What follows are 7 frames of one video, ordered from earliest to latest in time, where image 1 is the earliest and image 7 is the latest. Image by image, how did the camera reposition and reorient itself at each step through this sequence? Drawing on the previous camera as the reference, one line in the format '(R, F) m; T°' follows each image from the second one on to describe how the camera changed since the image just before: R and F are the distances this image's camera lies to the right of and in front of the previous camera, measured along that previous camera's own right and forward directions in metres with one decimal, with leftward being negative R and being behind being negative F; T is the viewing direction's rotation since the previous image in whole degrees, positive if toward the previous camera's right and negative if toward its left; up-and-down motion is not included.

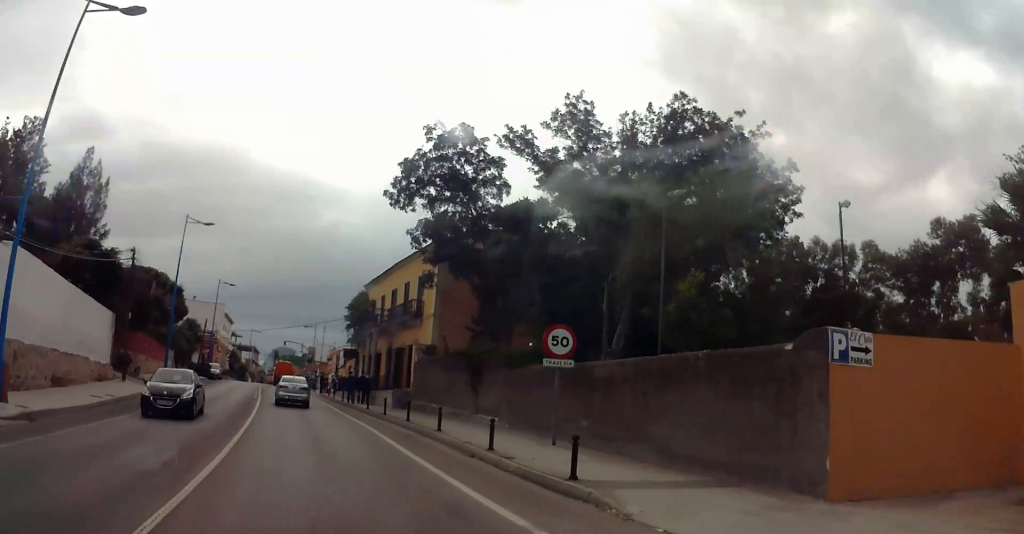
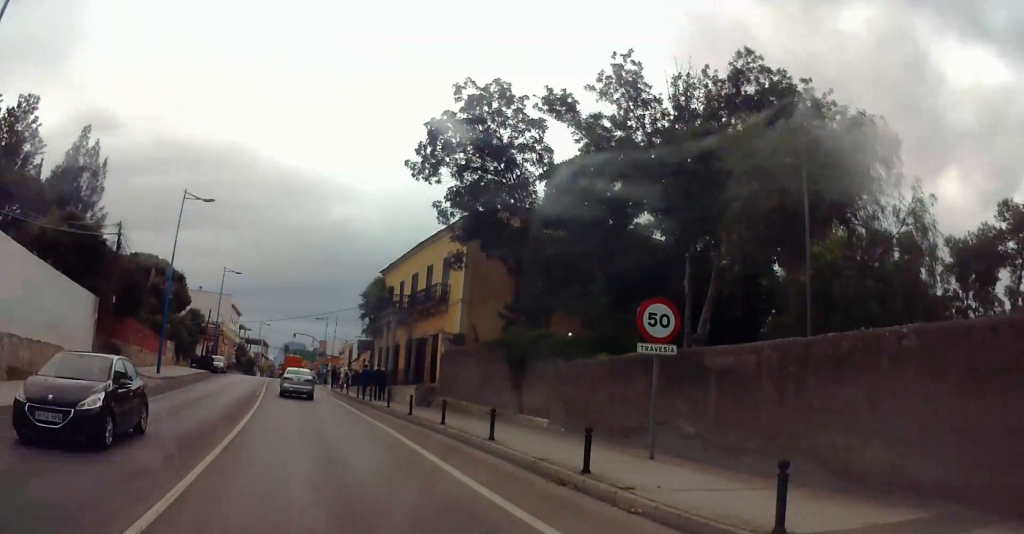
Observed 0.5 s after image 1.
(0.0, +4.9) m; 0°
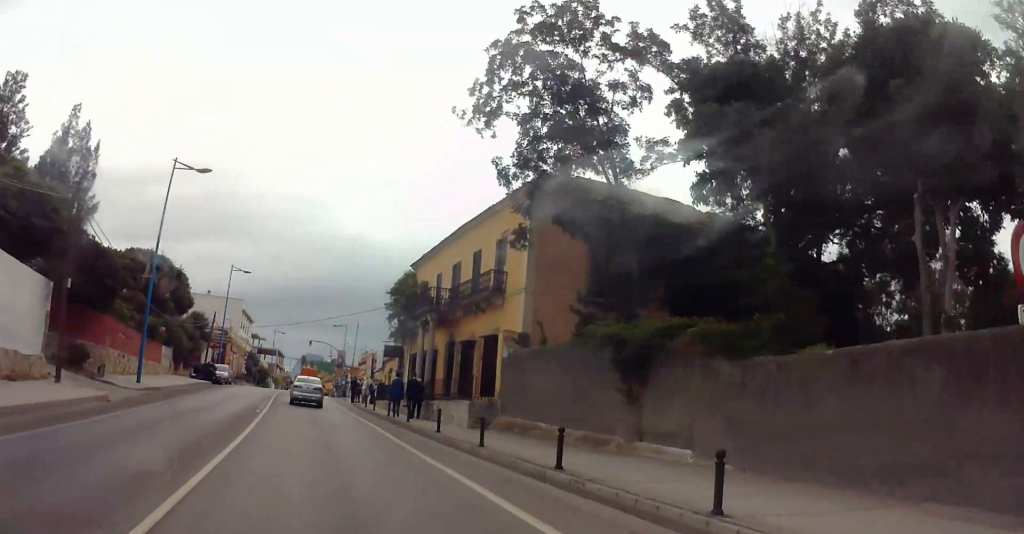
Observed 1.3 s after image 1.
(0.0, +8.1) m; 0°
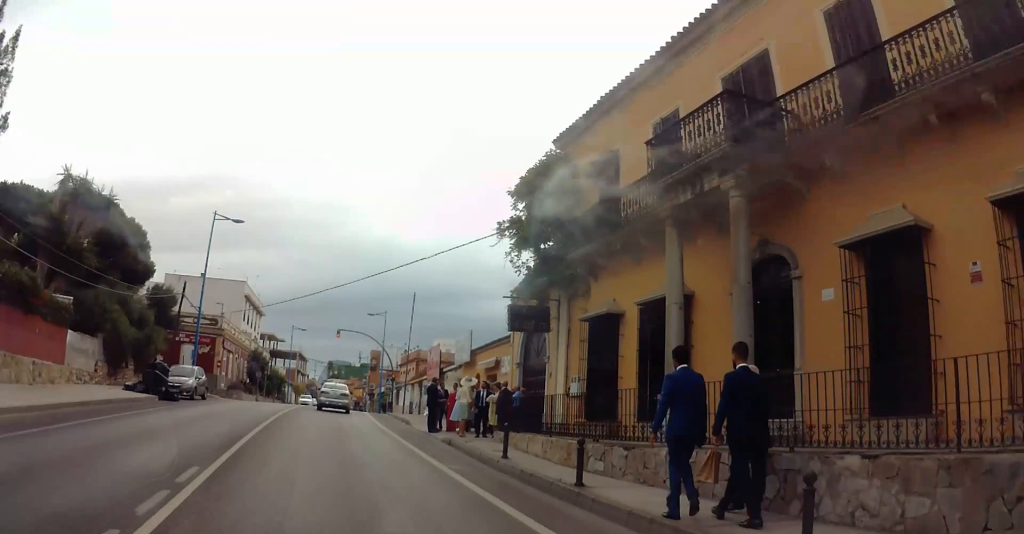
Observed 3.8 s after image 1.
(-0.6, +24.3) m; -3°
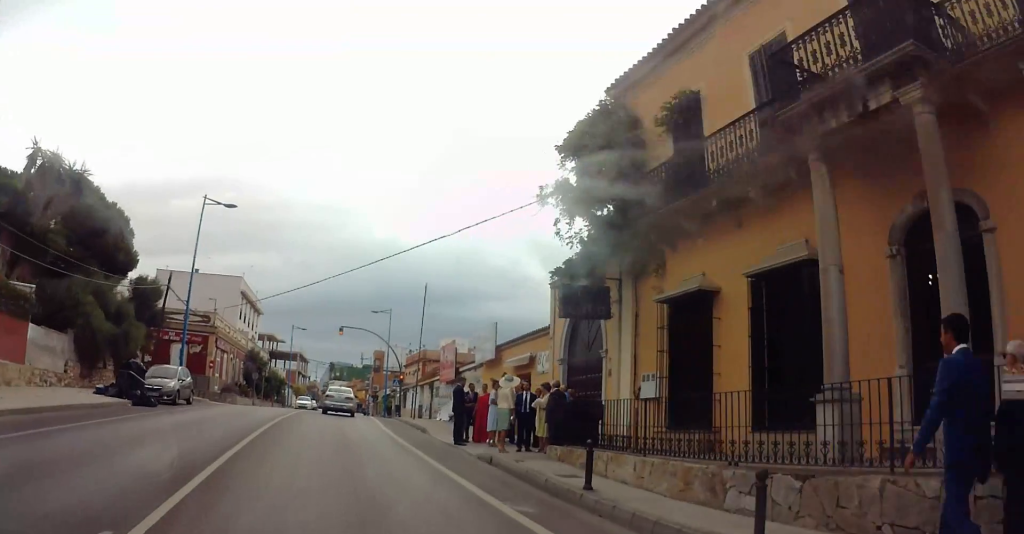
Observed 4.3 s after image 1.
(0.0, +4.0) m; 0°
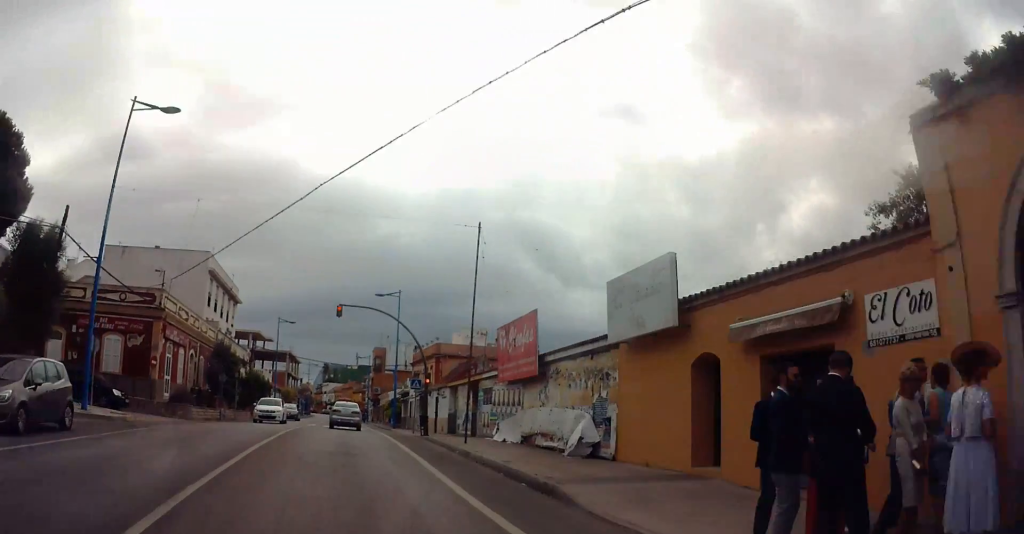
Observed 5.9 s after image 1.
(+0.4, +14.9) m; +2°
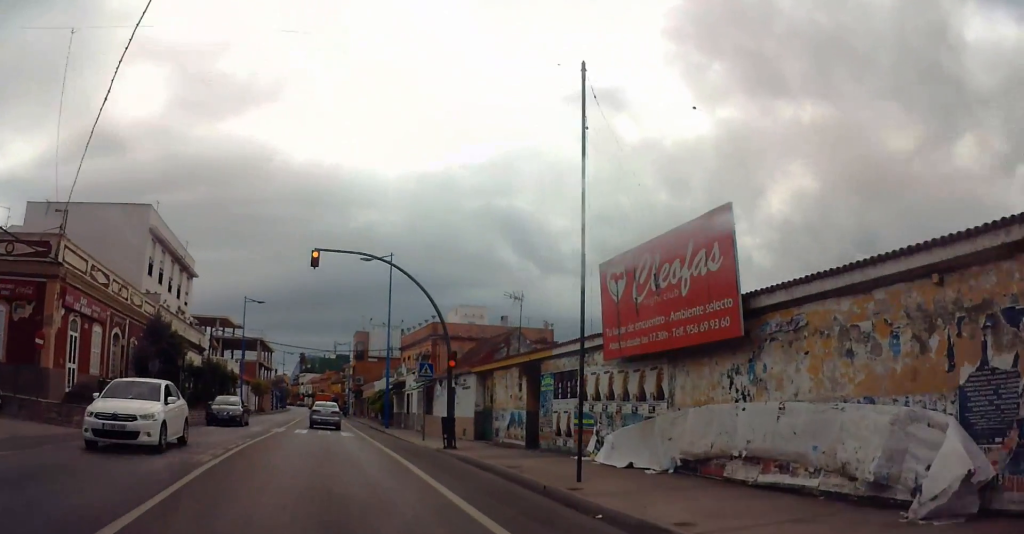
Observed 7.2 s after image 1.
(+0.1, +12.0) m; +2°
